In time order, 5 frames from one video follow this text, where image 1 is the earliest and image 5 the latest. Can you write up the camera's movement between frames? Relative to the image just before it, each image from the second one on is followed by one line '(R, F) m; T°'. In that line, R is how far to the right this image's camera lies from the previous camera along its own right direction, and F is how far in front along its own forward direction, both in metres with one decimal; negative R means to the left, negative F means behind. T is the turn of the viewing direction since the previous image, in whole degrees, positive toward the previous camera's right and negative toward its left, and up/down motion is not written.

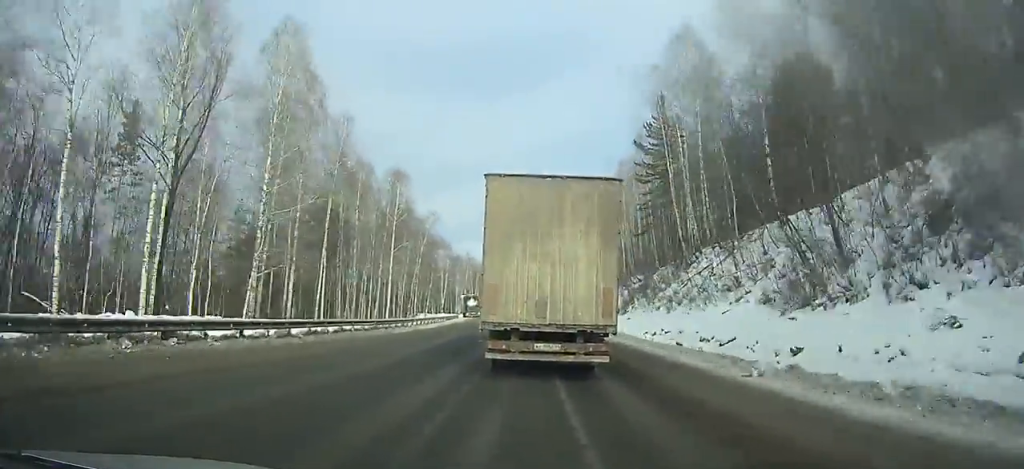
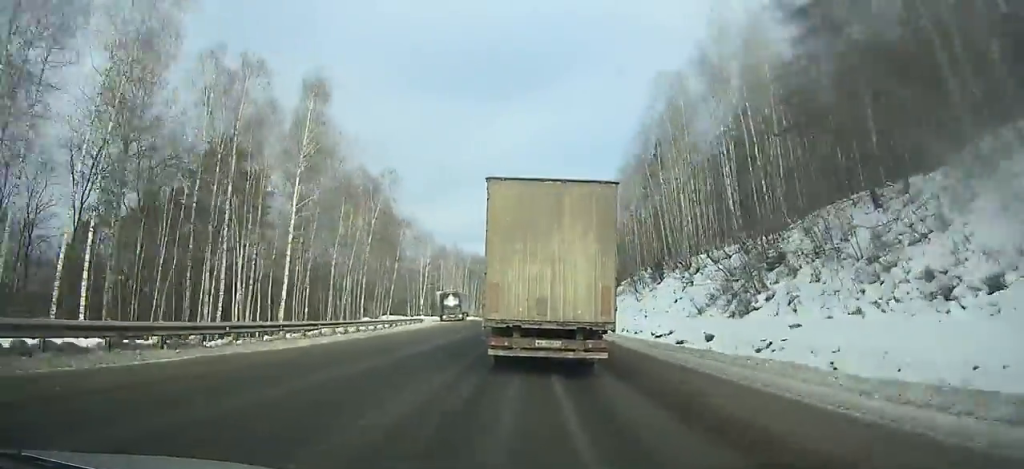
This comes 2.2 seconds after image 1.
(-0.4, +28.8) m; 0°
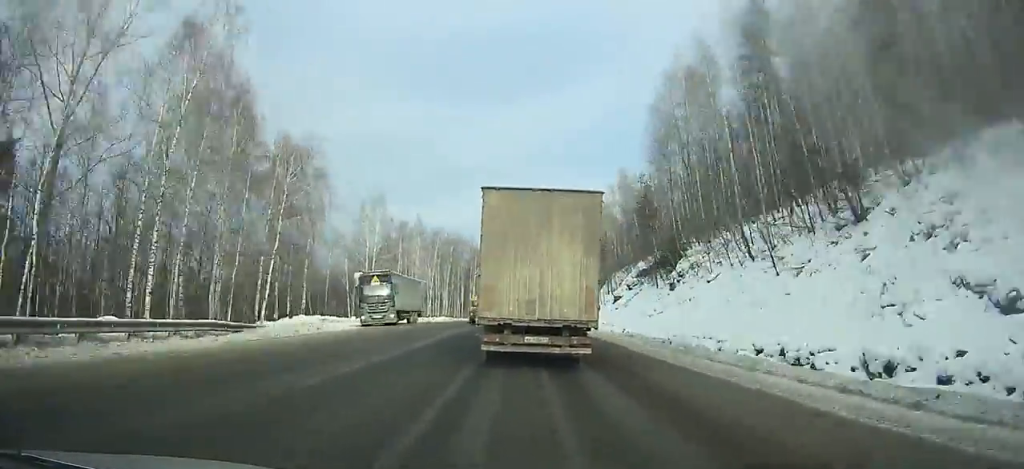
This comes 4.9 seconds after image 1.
(0.0, +35.2) m; +1°
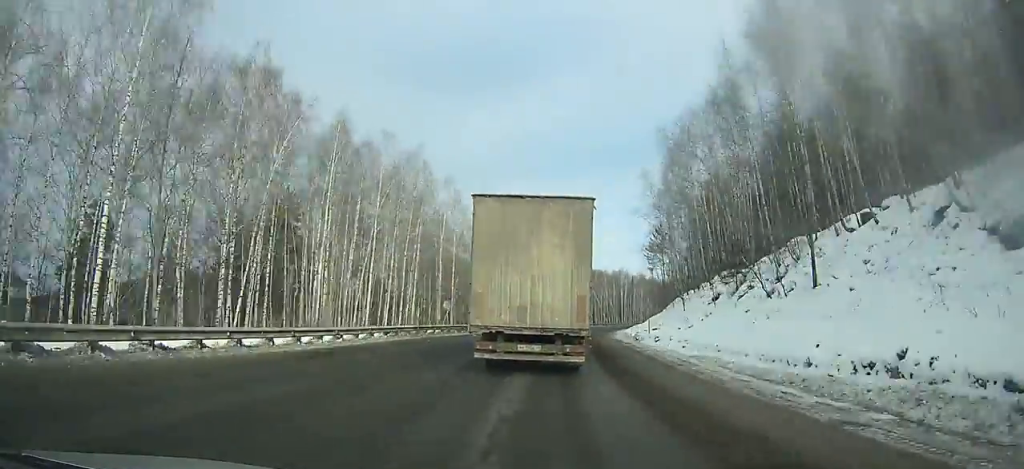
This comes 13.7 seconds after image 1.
(+4.9, +115.9) m; +7°
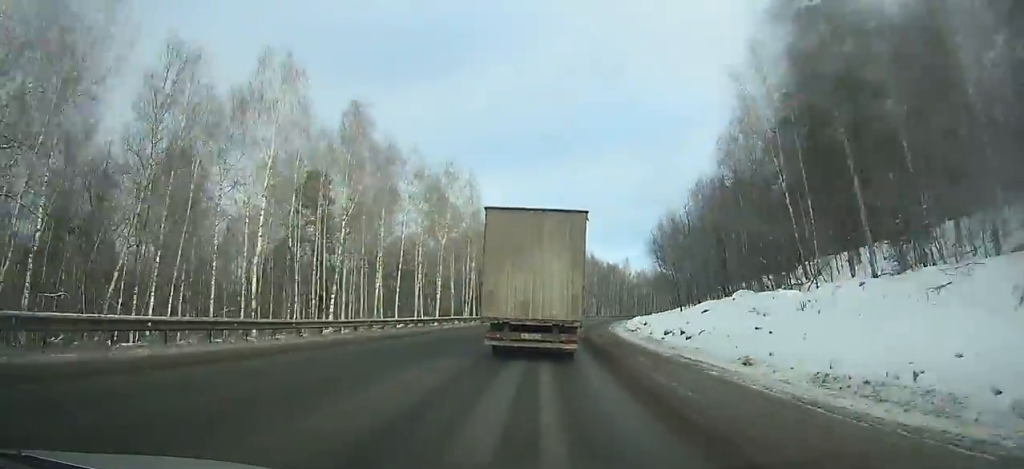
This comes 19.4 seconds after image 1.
(+7.7, +76.4) m; +12°
